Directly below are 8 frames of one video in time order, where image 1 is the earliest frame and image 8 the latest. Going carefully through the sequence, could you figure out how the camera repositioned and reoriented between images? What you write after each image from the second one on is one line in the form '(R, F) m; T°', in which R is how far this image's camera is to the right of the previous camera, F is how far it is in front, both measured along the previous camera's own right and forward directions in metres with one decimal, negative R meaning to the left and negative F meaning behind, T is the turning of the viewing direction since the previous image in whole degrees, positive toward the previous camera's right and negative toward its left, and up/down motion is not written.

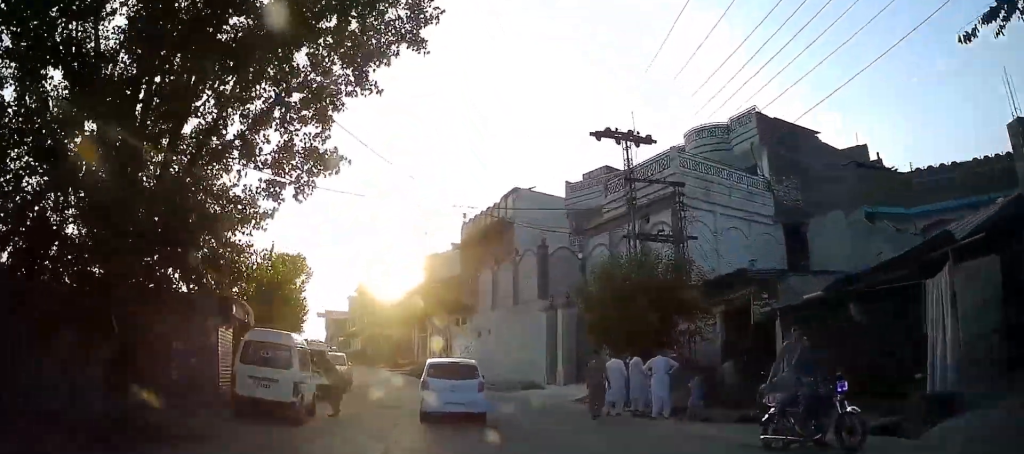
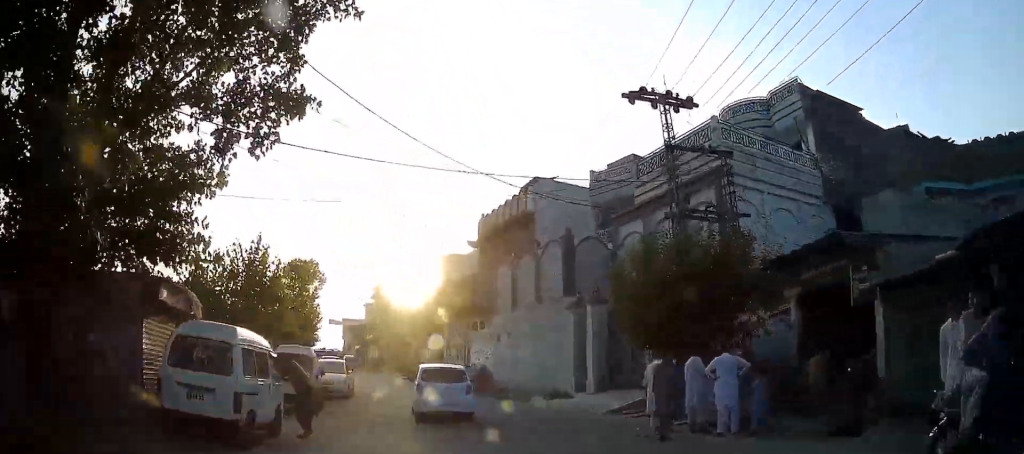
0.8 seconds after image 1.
(-0.2, +4.4) m; -3°
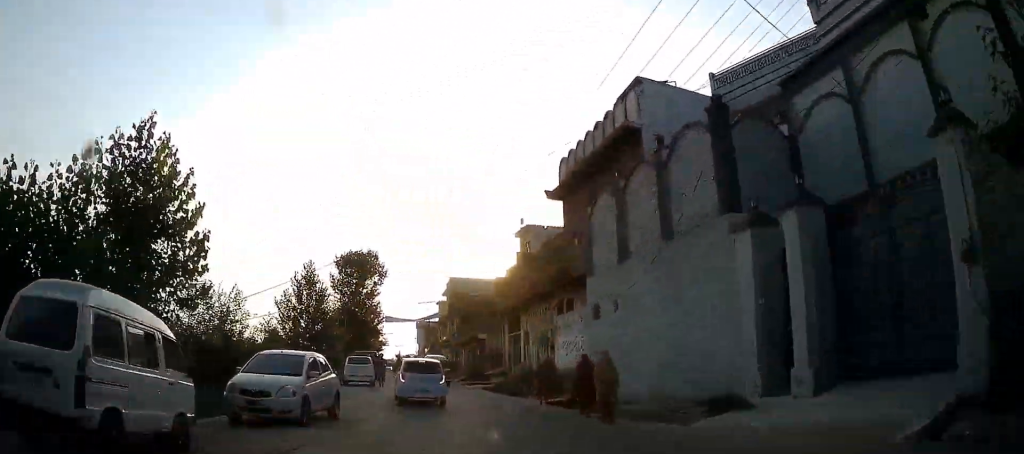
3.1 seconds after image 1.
(-1.4, +13.2) m; -12°
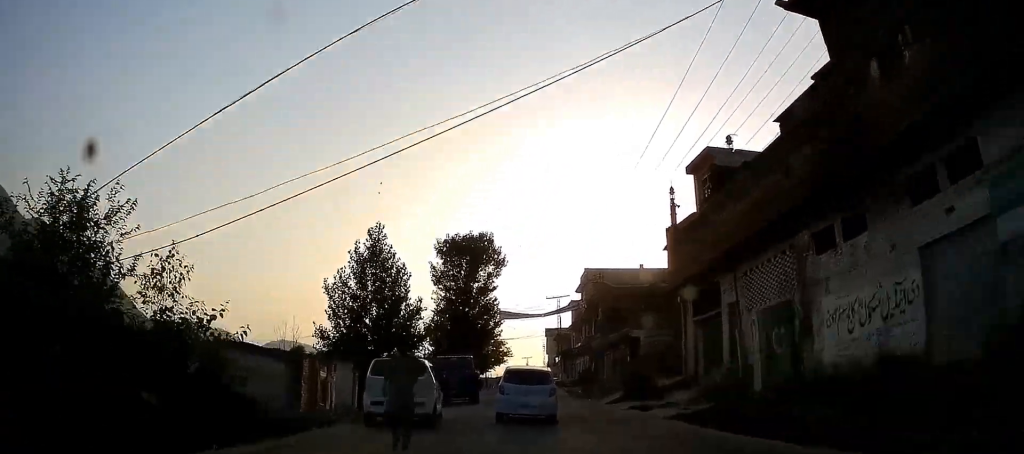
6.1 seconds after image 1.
(-1.5, +13.4) m; -12°
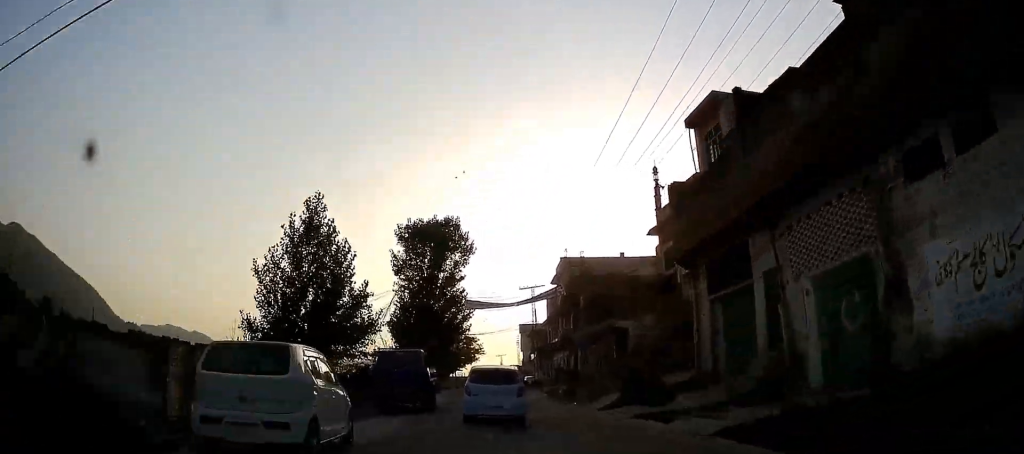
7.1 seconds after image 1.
(-0.1, +4.2) m; 0°
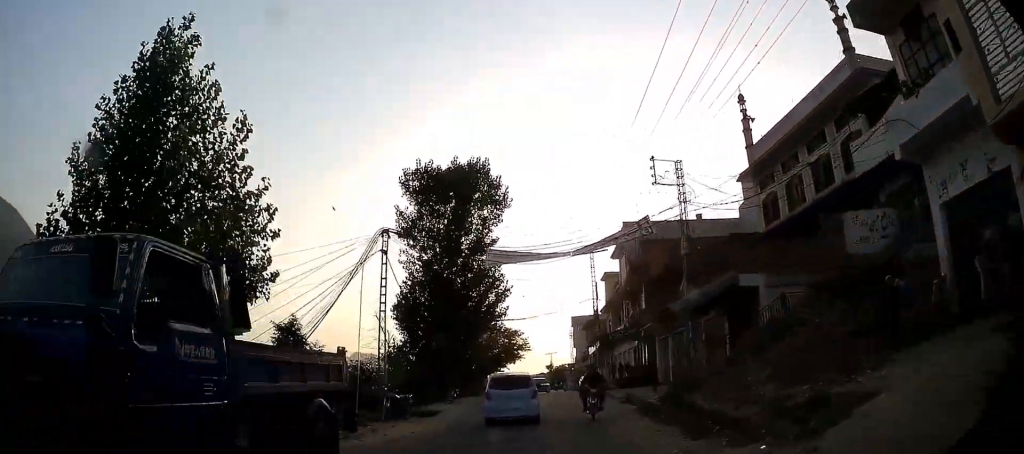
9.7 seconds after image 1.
(+0.1, +11.7) m; 0°
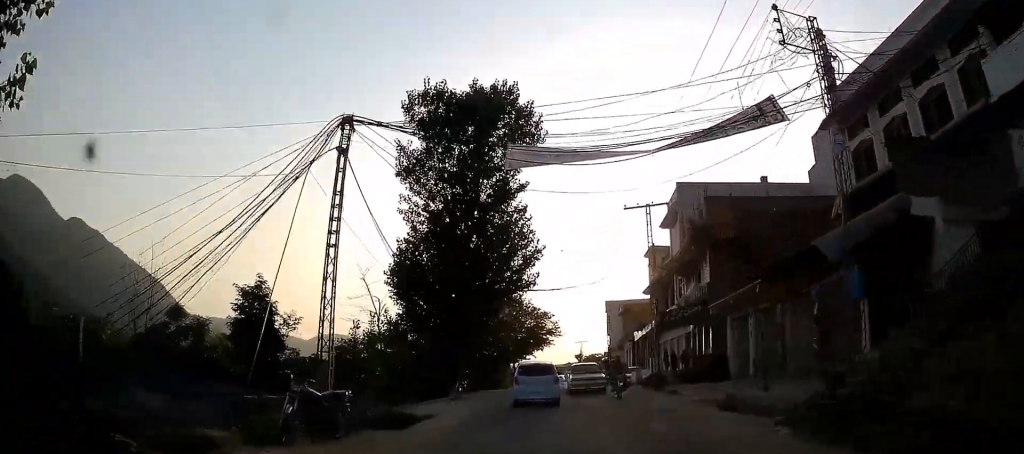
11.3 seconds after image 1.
(-0.1, +7.5) m; -2°
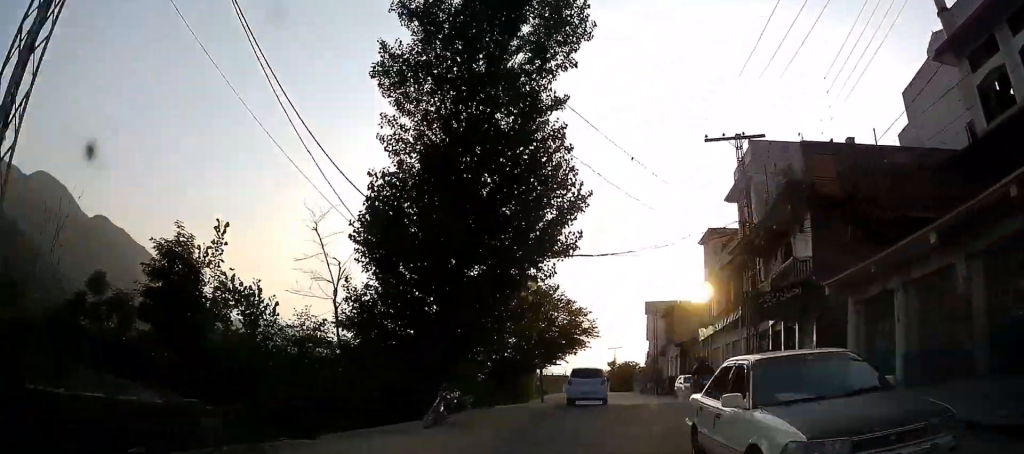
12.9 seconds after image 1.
(-0.2, +8.3) m; -1°
